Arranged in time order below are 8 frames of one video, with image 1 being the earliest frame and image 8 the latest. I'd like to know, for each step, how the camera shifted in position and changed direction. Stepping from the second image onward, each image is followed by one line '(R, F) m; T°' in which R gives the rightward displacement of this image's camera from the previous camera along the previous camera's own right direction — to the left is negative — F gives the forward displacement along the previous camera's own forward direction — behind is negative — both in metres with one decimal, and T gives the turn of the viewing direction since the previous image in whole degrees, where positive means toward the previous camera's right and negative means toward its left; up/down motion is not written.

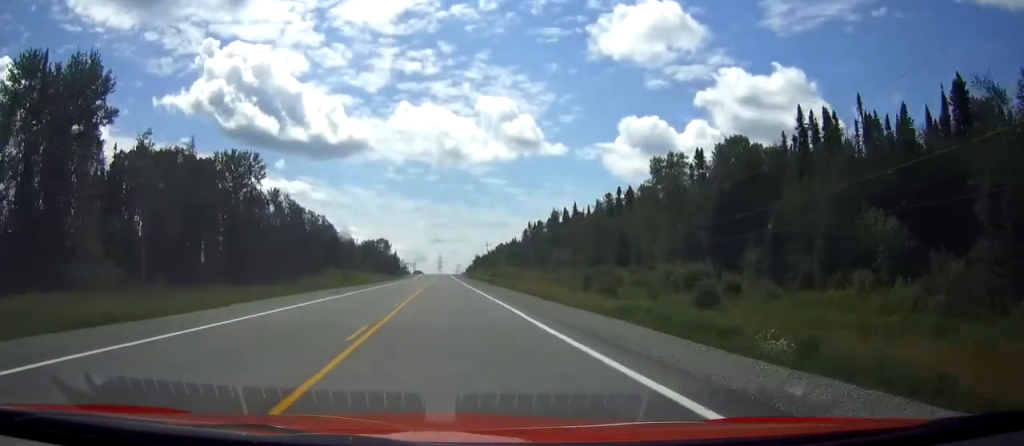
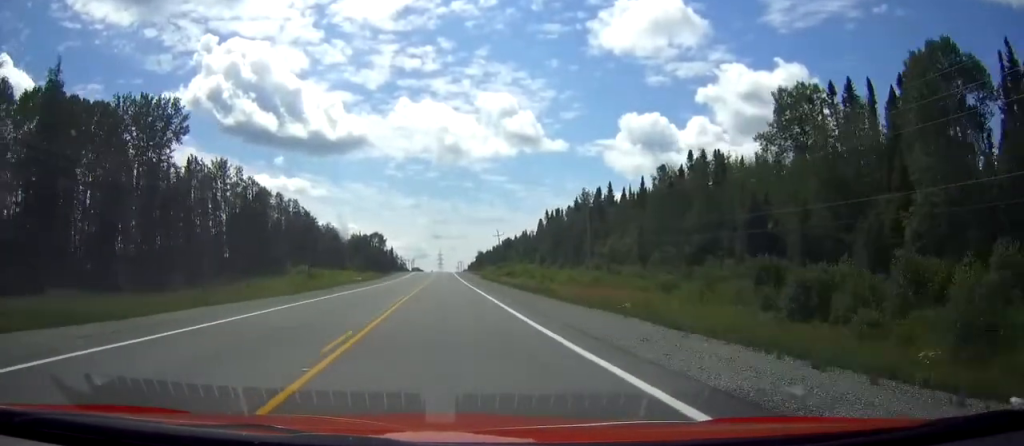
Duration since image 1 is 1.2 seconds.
(+0.1, +37.9) m; 0°
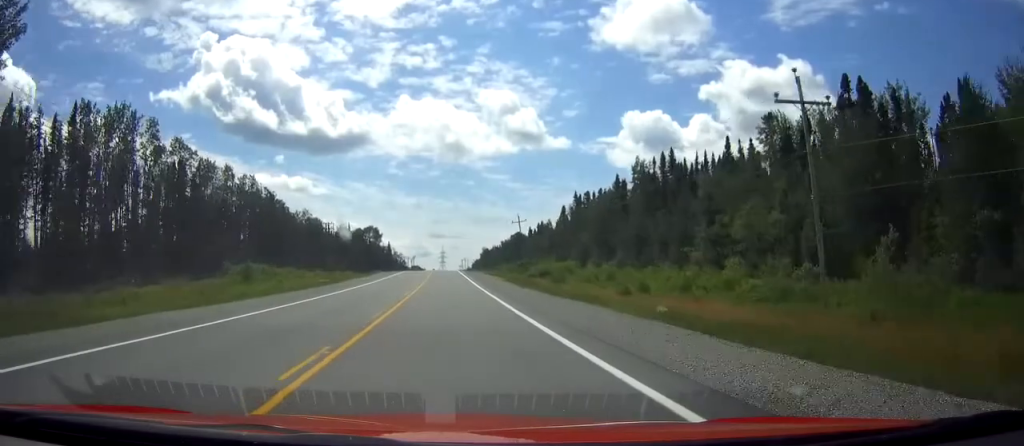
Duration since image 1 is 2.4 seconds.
(-0.2, +38.9) m; 0°
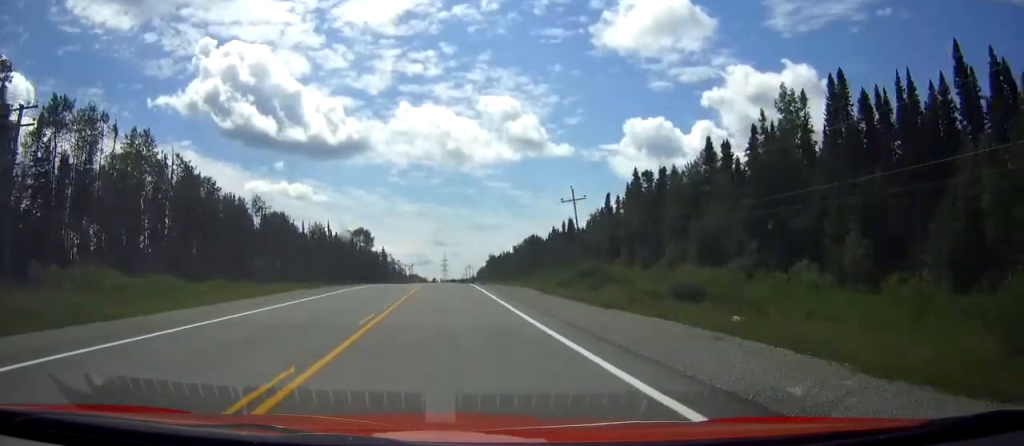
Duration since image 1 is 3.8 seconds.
(+0.1, +47.4) m; 0°
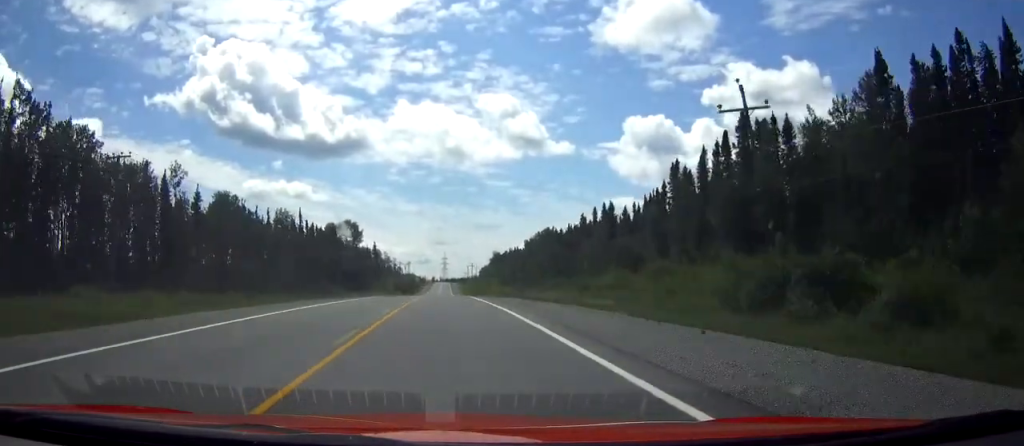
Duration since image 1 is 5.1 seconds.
(-0.1, +39.8) m; 0°
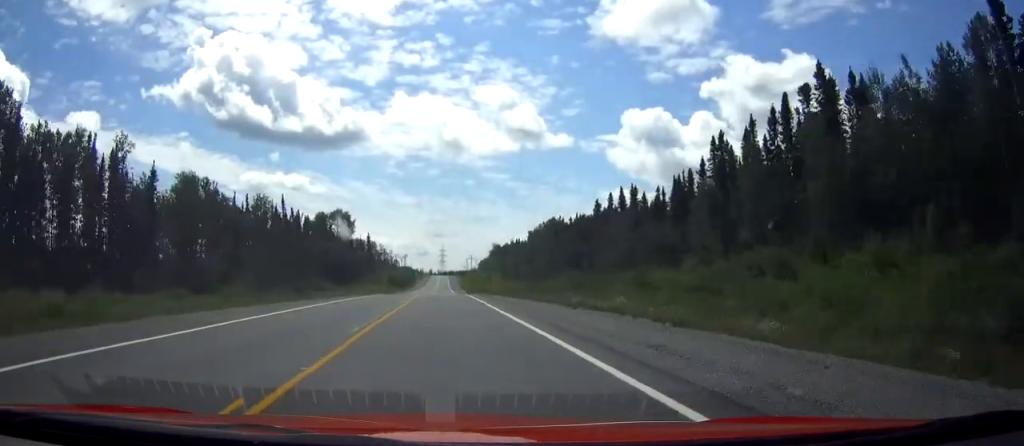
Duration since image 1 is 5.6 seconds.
(0.0, +16.1) m; 0°
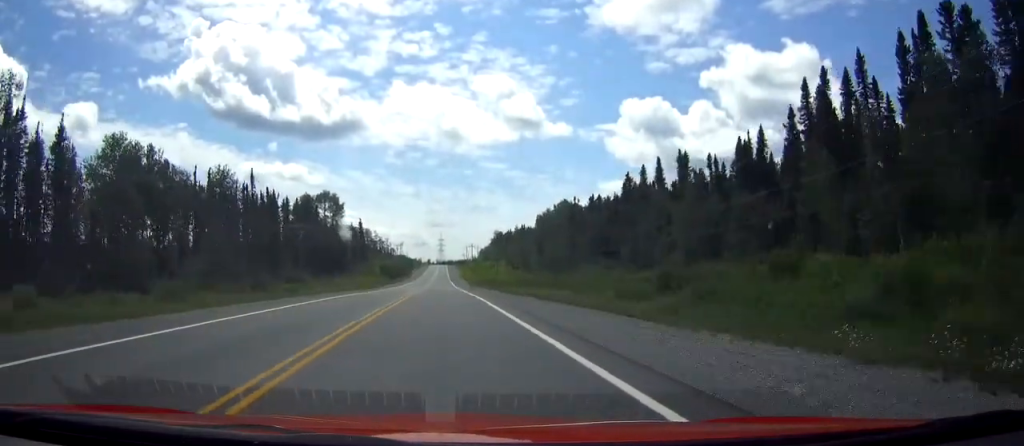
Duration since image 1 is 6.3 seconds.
(+0.2, +23.6) m; 0°
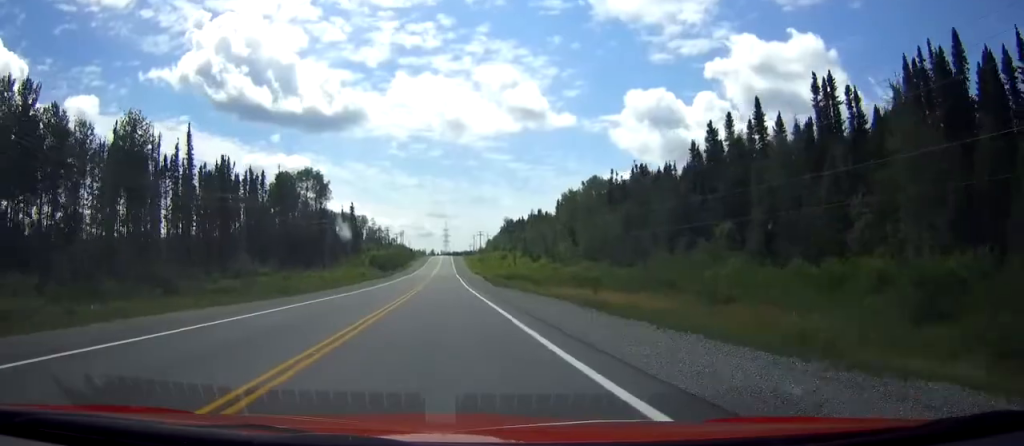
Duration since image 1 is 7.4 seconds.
(-0.2, +34.5) m; 0°
